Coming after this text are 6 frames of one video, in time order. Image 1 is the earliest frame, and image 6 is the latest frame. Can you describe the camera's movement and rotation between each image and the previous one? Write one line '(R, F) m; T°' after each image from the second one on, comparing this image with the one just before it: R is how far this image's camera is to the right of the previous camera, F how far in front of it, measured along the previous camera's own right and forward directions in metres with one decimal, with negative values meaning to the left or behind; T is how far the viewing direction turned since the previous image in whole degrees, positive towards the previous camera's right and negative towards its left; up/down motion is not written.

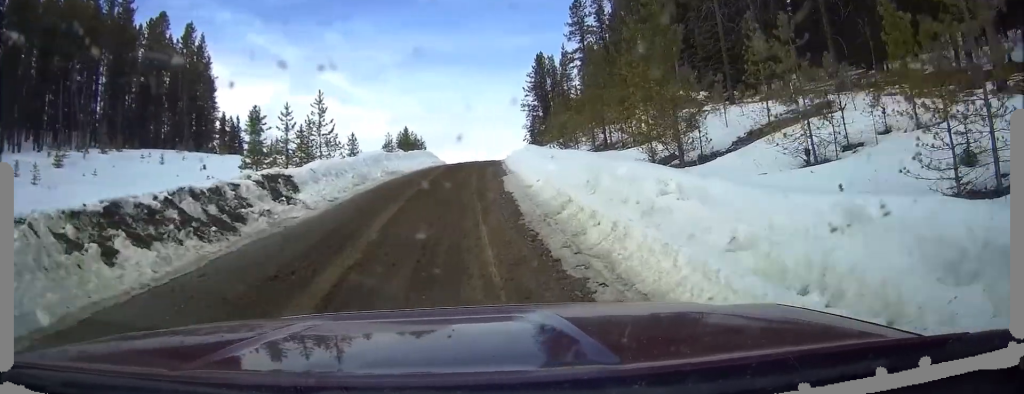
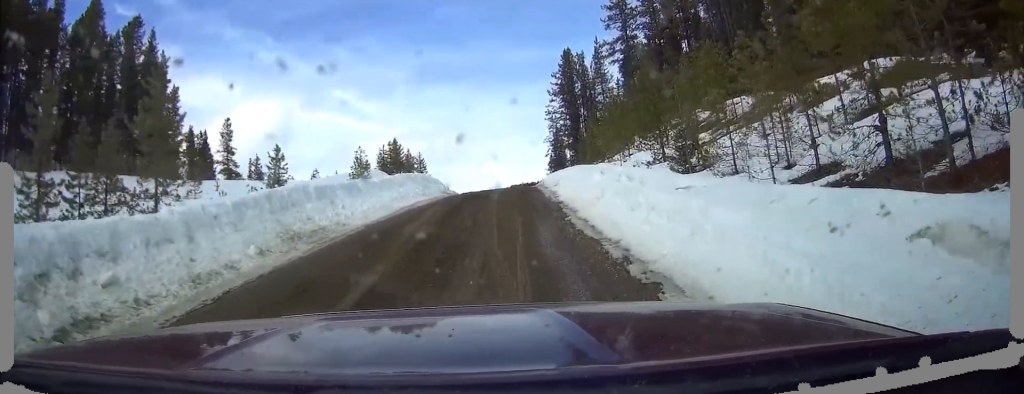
(-0.2, +18.9) m; +4°
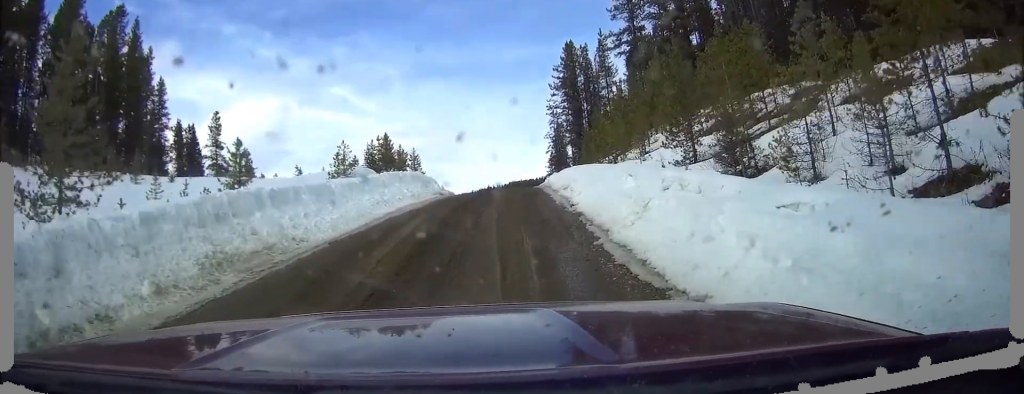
(+0.1, +3.7) m; +2°
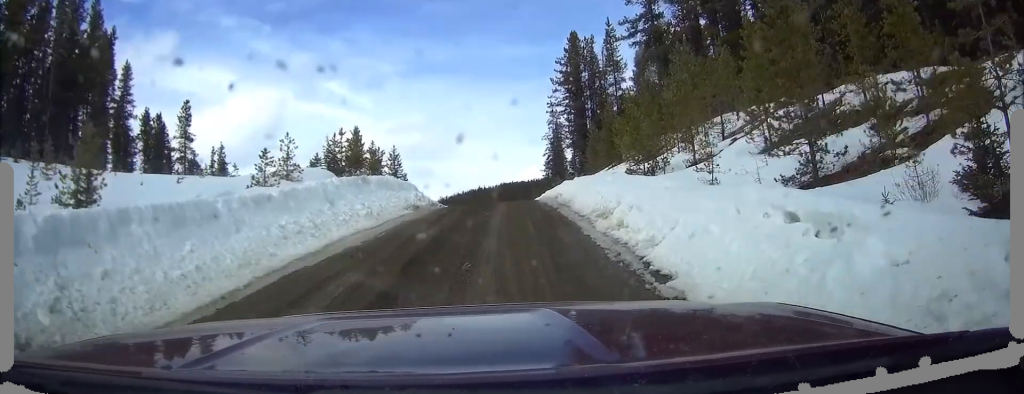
(+0.1, +7.6) m; +1°
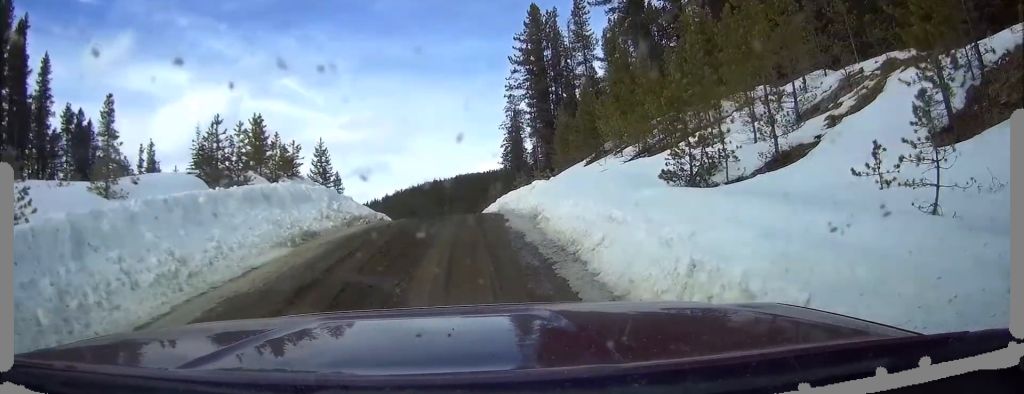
(+0.2, +8.4) m; +2°
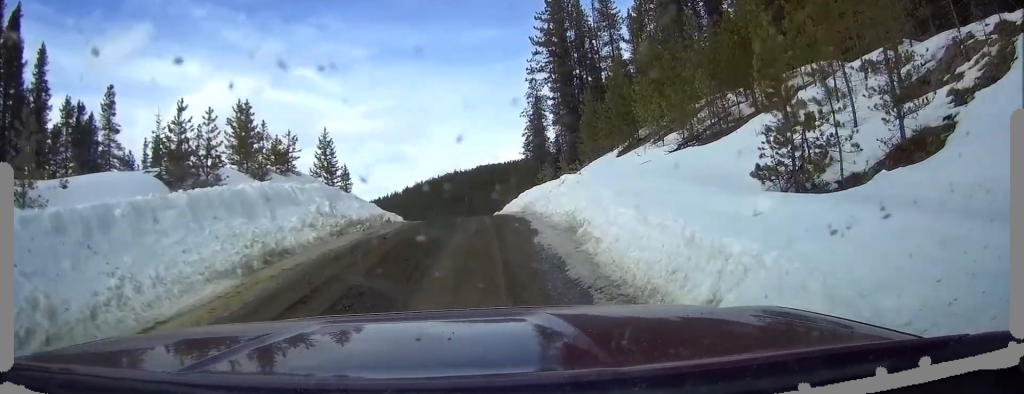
(+0.1, +3.2) m; -2°
